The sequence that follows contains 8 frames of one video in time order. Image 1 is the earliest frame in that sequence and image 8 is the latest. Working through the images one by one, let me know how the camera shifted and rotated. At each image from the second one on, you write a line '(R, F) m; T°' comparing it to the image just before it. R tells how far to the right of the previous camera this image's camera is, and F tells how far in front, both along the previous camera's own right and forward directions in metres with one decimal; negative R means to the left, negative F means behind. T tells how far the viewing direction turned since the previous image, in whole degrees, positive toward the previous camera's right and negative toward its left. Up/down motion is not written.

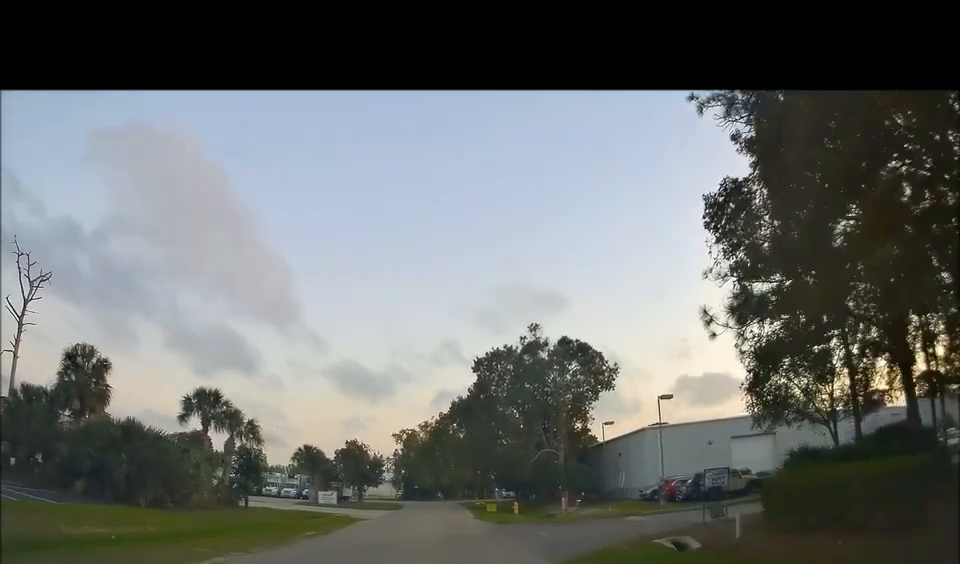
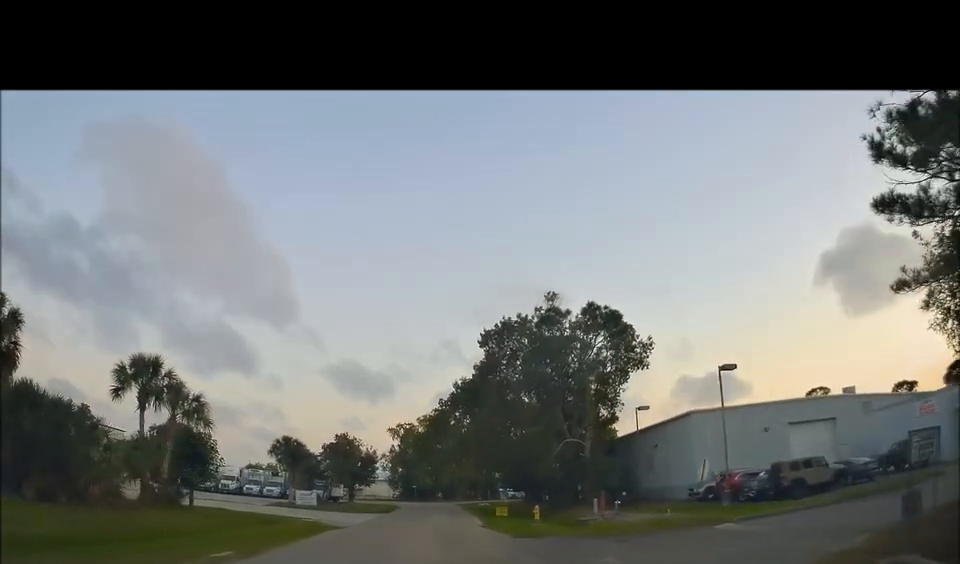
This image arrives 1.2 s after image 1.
(0.0, +8.9) m; 0°
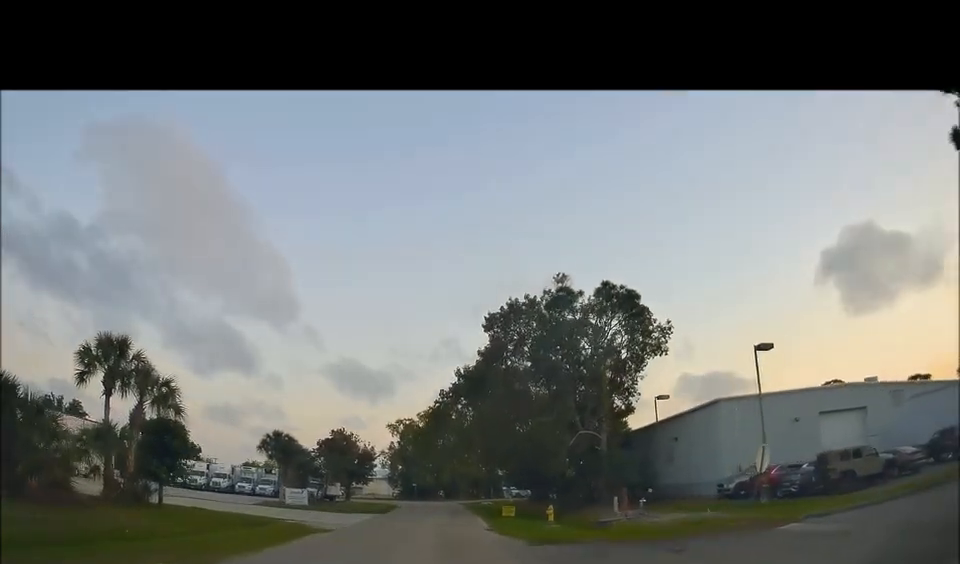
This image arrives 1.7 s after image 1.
(0.0, +3.7) m; 0°
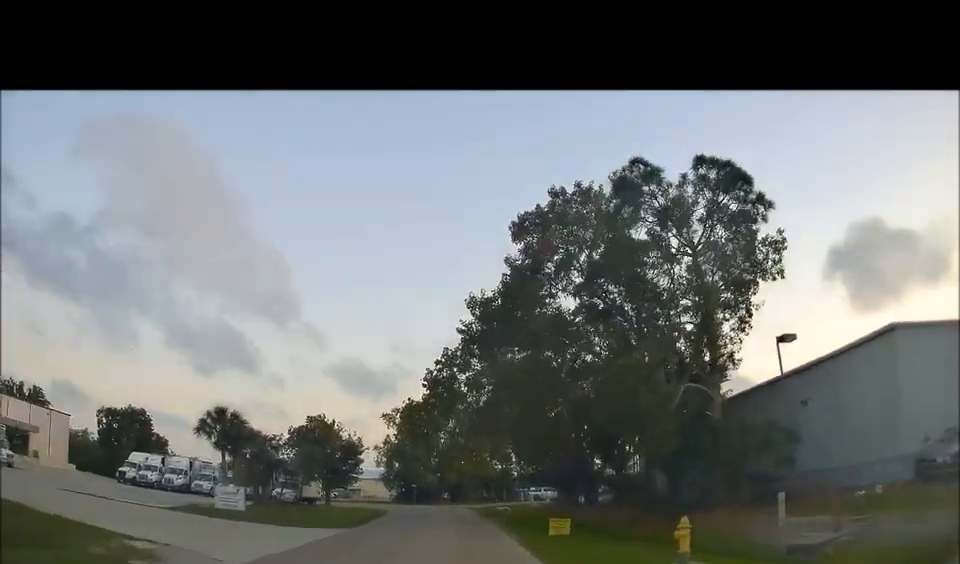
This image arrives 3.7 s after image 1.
(0.0, +15.1) m; 0°
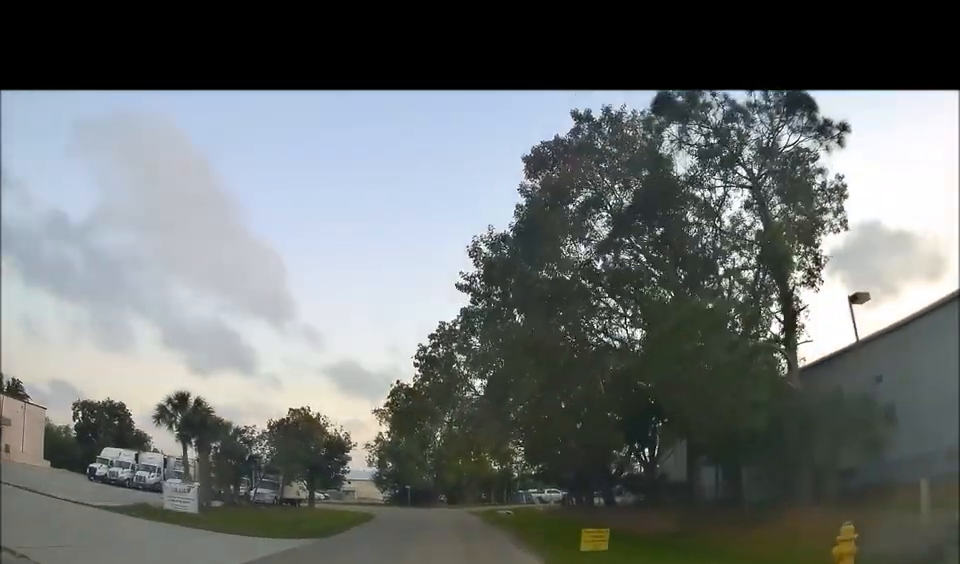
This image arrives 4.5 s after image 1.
(0.0, +5.7) m; 0°
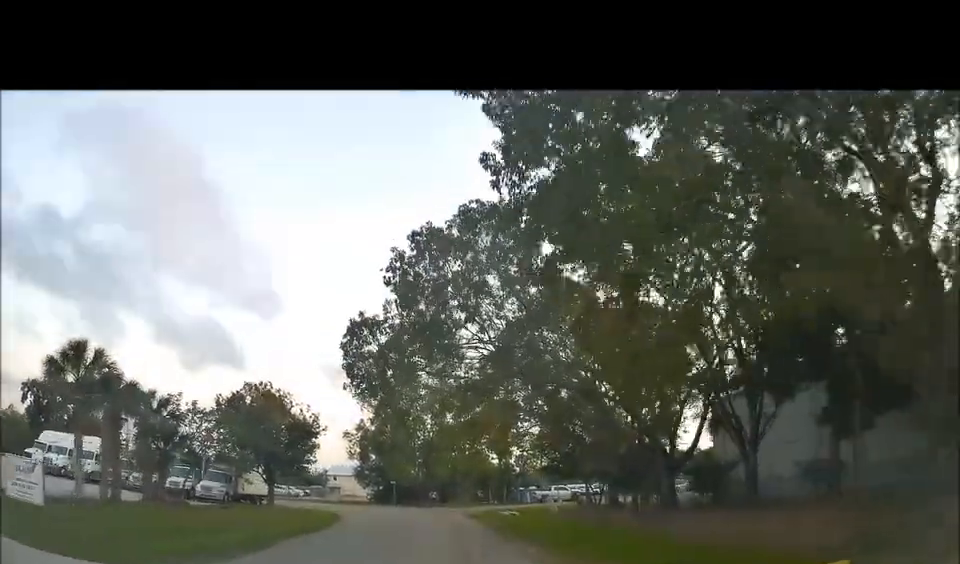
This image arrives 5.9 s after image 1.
(0.0, +10.4) m; 0°
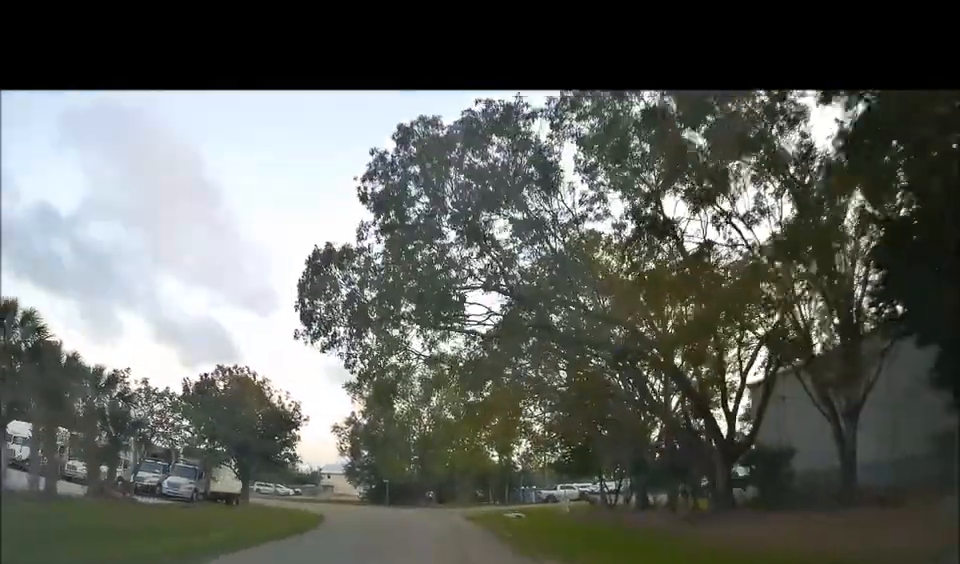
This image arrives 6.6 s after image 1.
(0.0, +5.2) m; 0°
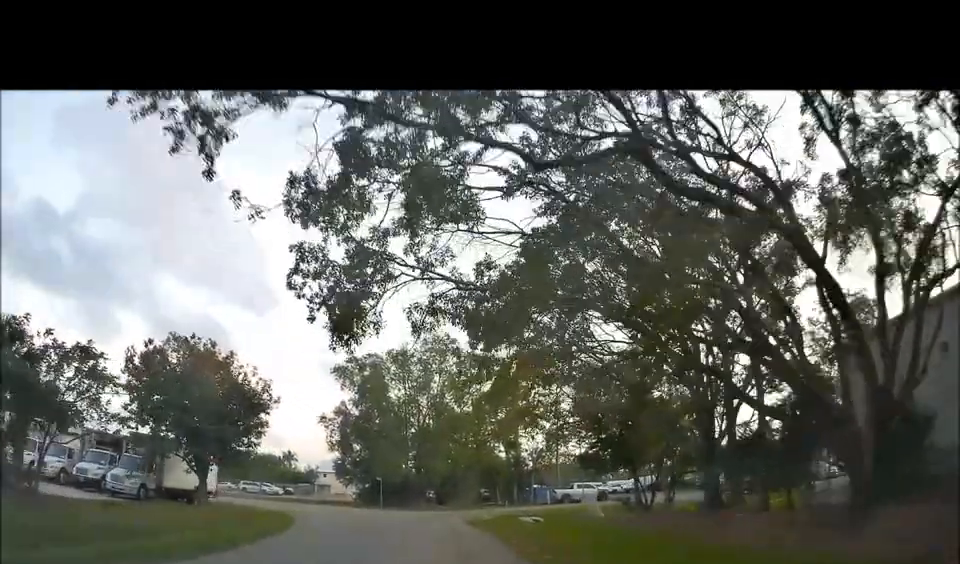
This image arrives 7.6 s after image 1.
(0.0, +7.3) m; 0°
